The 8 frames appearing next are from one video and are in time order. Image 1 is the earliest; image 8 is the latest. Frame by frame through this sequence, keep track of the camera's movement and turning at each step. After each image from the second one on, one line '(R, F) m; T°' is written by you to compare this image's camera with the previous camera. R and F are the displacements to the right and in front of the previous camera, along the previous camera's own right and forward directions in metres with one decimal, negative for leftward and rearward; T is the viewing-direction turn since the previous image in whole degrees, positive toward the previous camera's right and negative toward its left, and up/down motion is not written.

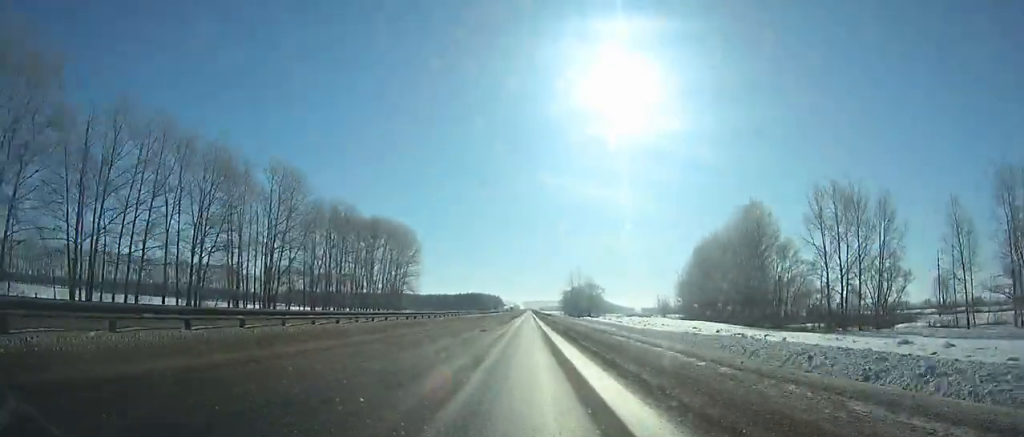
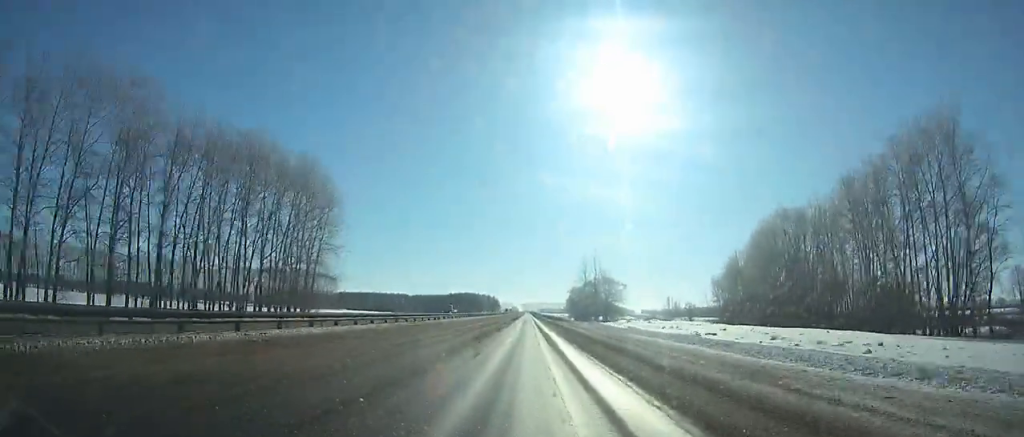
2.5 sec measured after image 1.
(-0.1, +59.9) m; 0°
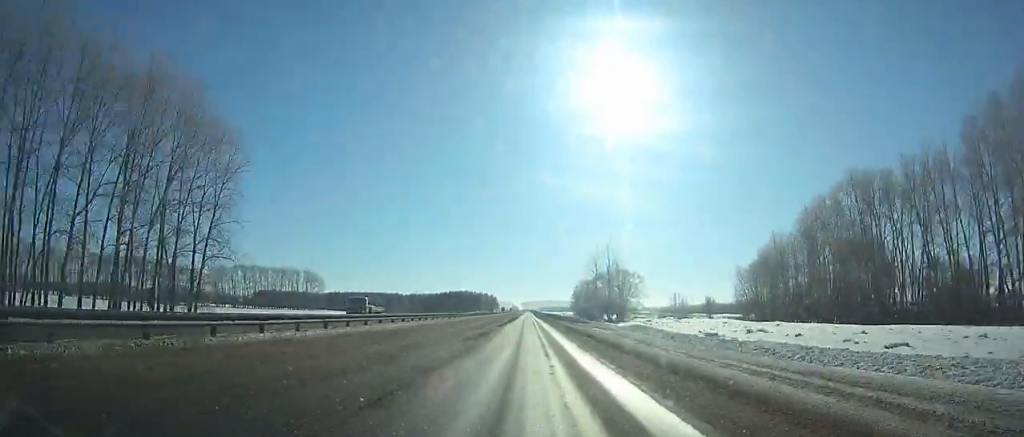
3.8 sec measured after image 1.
(-0.1, +31.1) m; 0°
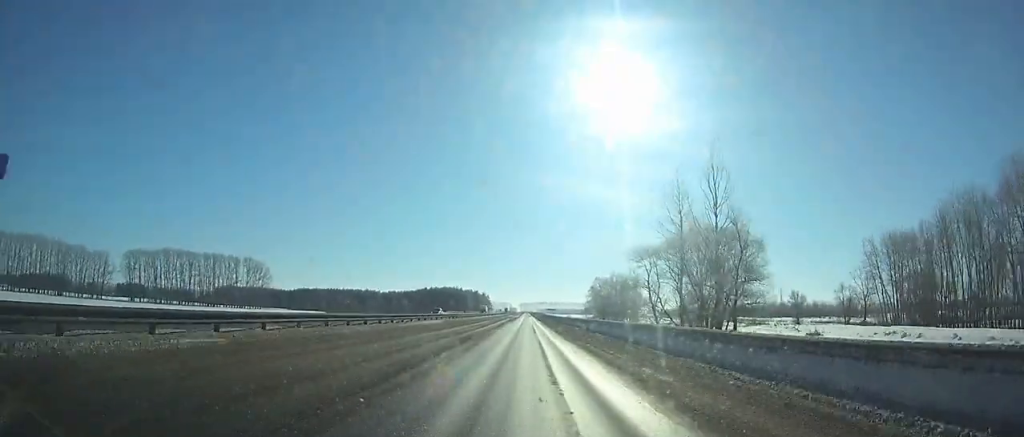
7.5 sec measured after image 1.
(+0.2, +87.7) m; 0°
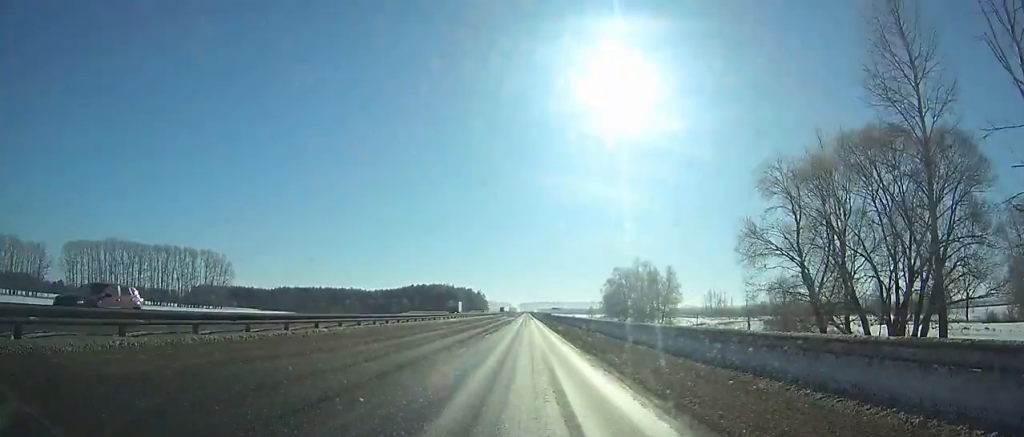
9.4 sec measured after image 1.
(-0.1, +44.4) m; 0°
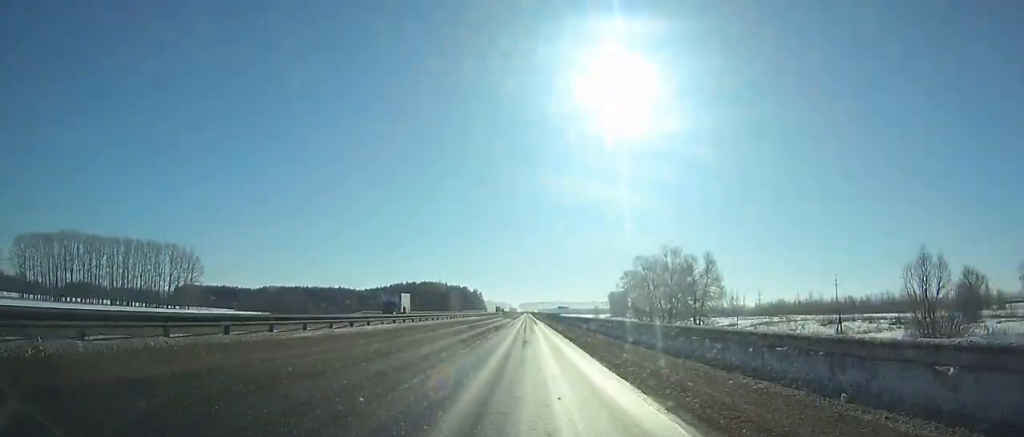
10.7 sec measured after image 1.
(0.0, +30.2) m; 0°
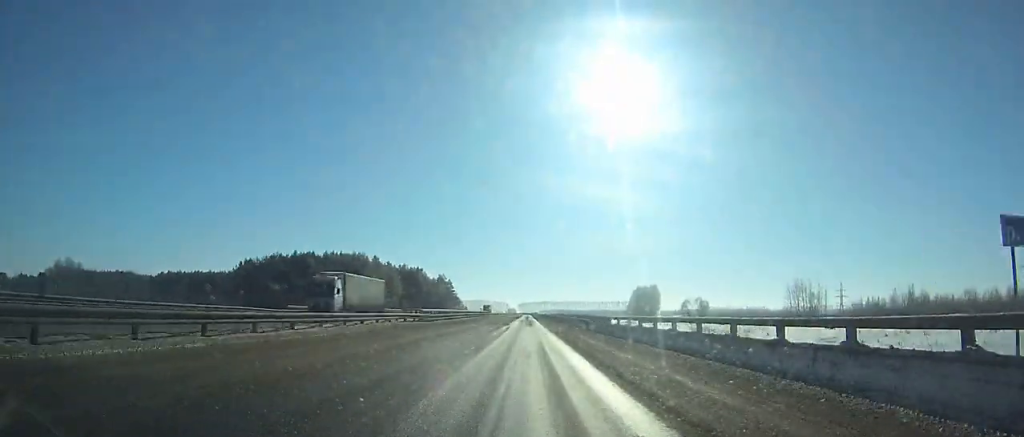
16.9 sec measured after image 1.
(+0.1, +143.6) m; 0°
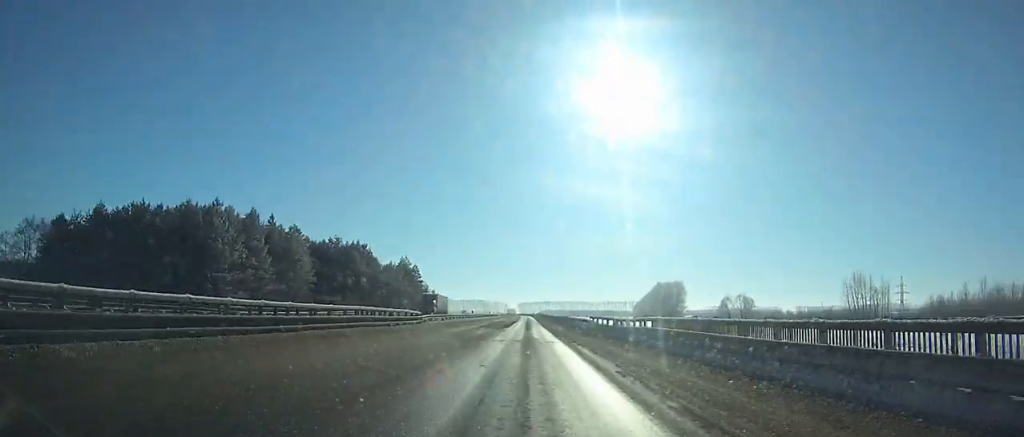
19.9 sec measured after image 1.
(-0.1, +72.9) m; 0°
